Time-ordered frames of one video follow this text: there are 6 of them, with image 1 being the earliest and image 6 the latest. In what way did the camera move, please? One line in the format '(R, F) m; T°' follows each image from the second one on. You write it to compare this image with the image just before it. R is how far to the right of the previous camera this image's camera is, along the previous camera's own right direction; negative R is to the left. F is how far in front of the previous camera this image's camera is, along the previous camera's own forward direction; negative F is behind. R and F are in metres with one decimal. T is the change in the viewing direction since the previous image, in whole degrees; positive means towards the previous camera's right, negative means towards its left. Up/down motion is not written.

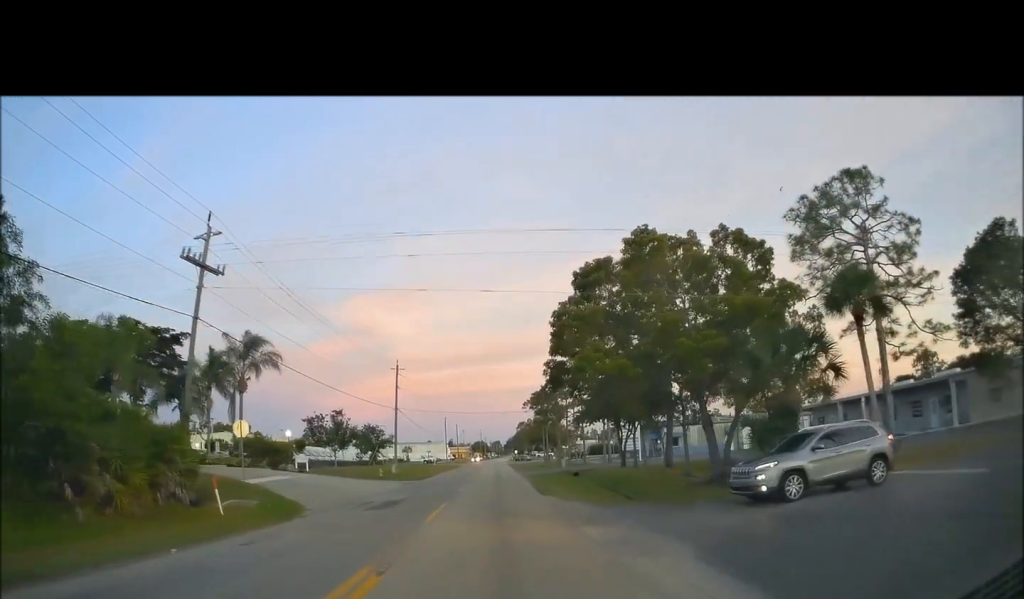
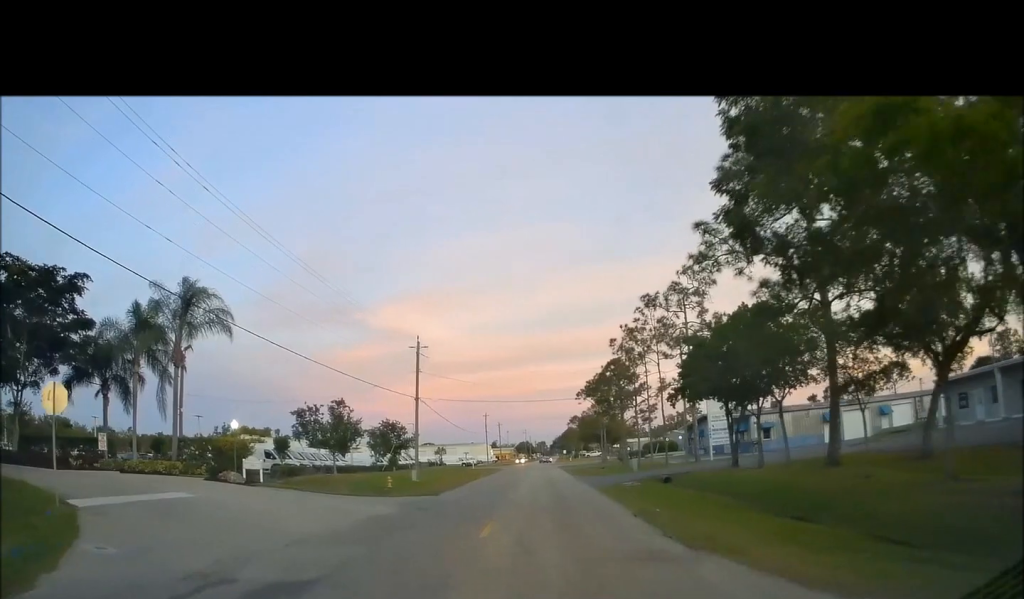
(+0.1, +14.4) m; -8°
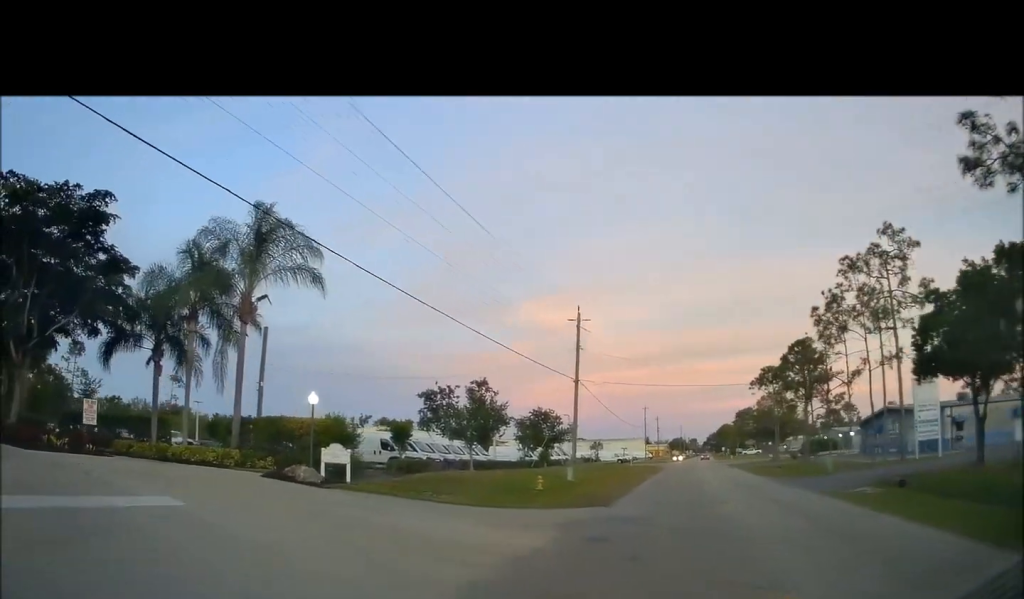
(-1.2, +8.9) m; -14°
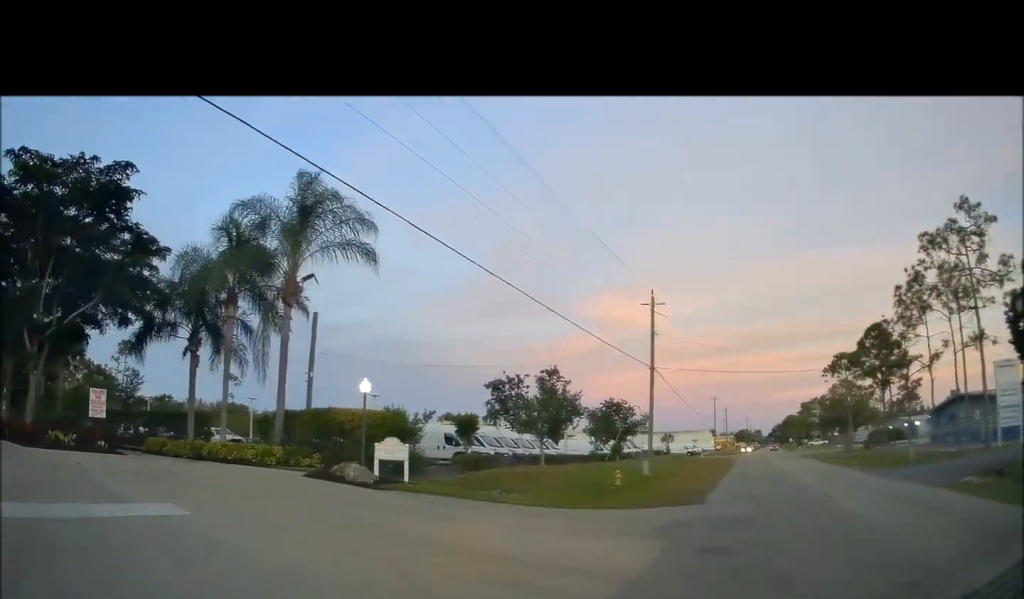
(0.0, +2.5) m; -4°
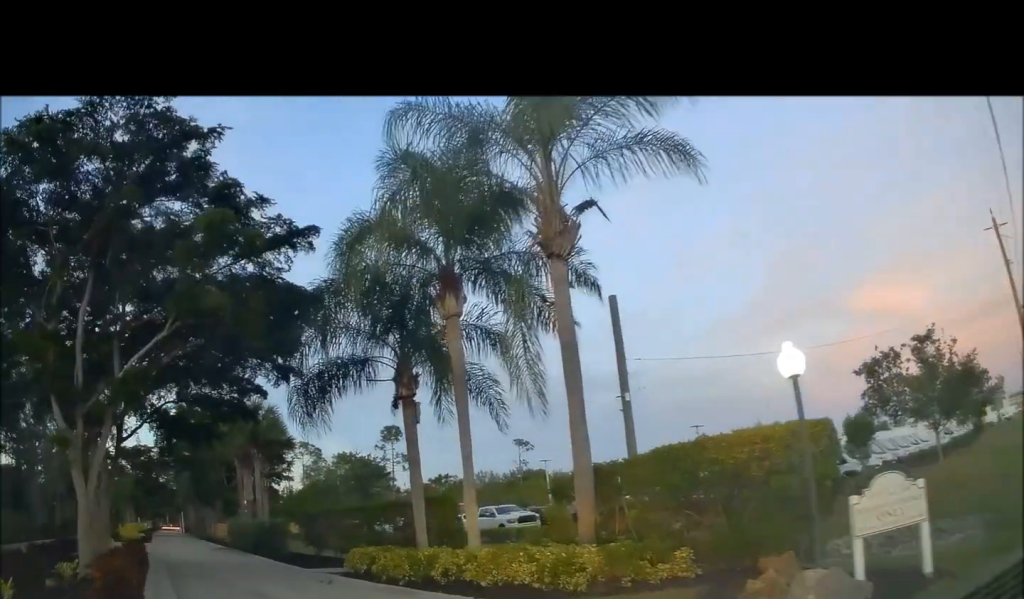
(-2.6, +9.4) m; -31°
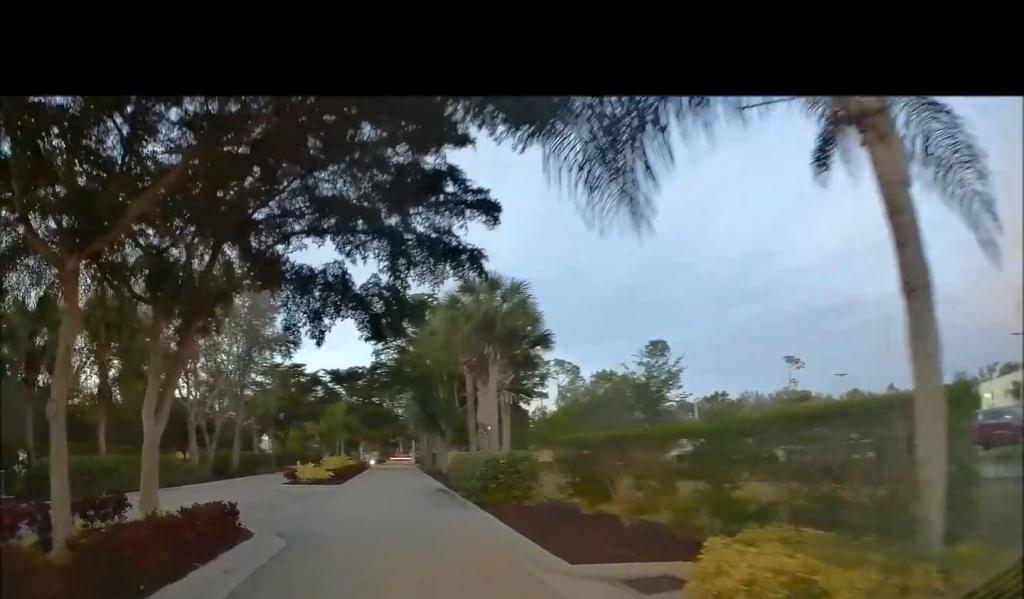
(-1.2, +8.7) m; -18°
